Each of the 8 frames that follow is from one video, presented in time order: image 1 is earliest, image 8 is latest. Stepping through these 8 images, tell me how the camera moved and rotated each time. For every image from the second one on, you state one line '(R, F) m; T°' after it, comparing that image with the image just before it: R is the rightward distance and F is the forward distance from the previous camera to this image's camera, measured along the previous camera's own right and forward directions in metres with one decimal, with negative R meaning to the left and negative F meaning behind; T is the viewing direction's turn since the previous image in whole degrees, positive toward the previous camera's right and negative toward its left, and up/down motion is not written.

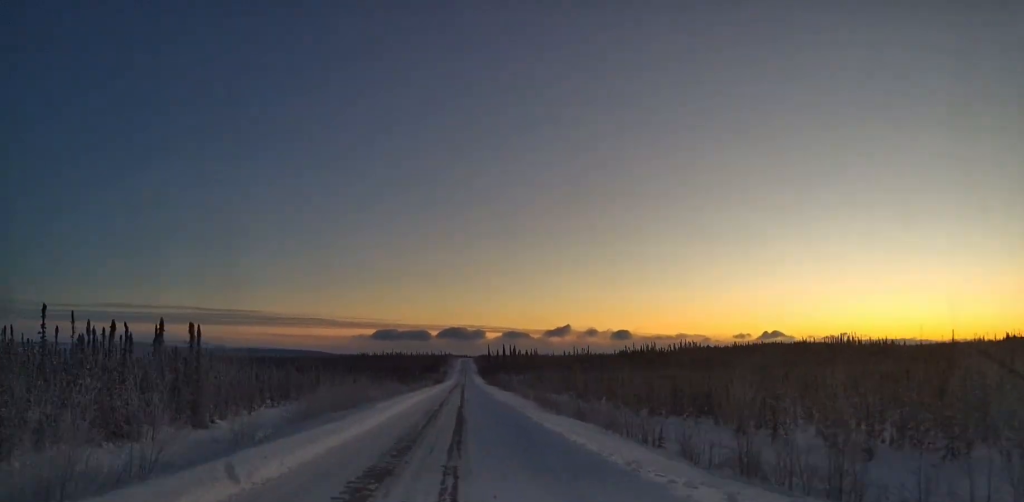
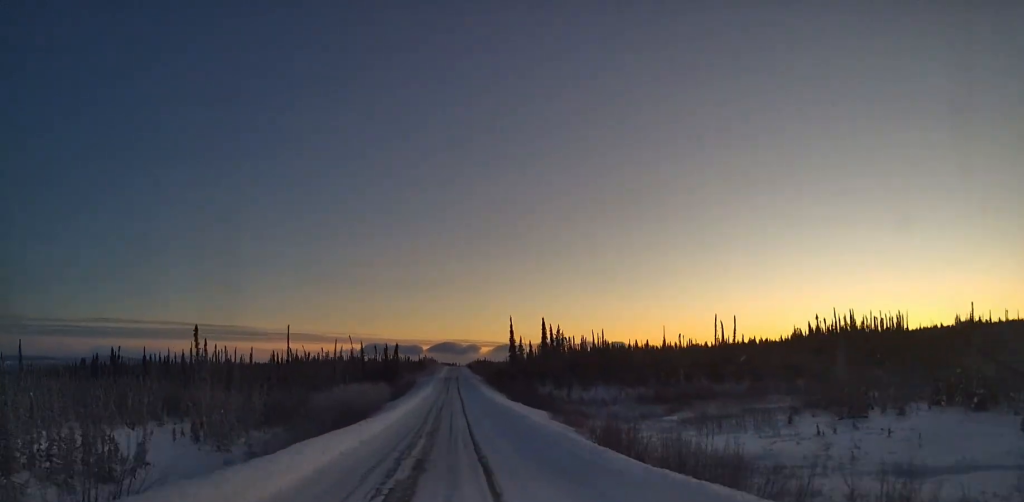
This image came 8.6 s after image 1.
(+1.2, +198.6) m; 0°
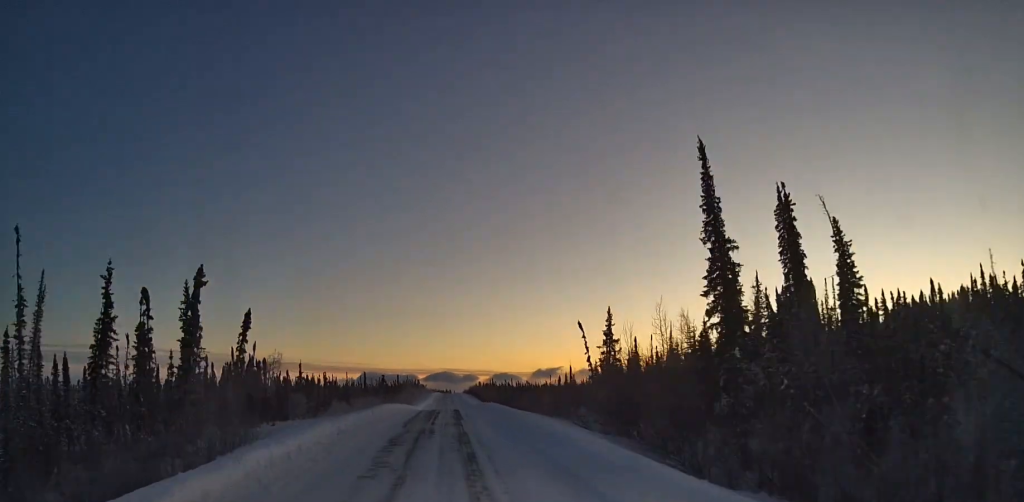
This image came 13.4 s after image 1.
(-0.2, +122.0) m; 0°
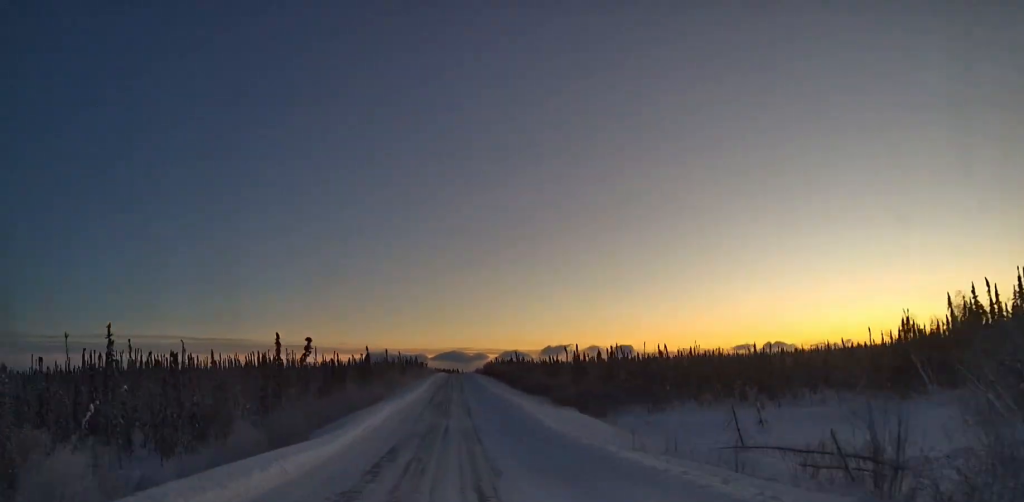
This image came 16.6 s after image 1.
(+0.1, +82.8) m; 0°
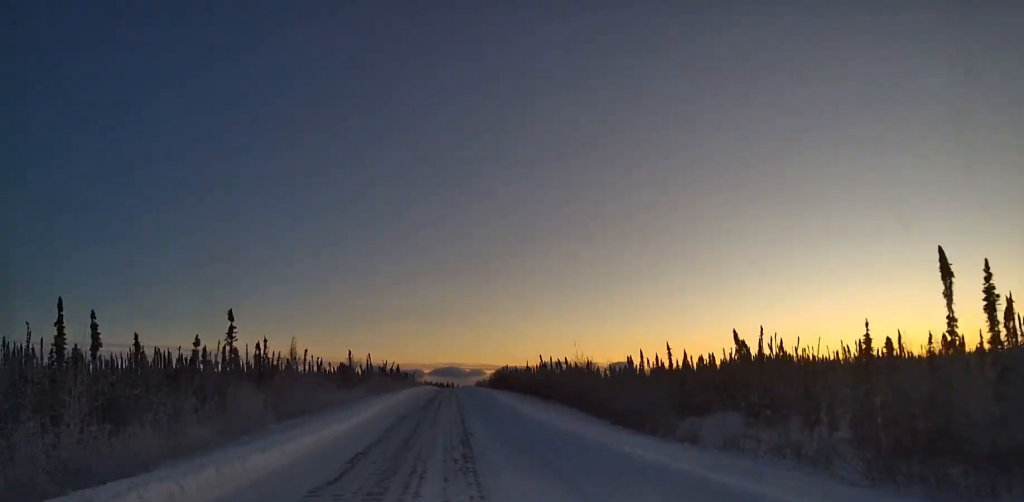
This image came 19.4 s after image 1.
(+0.1, +70.6) m; 0°
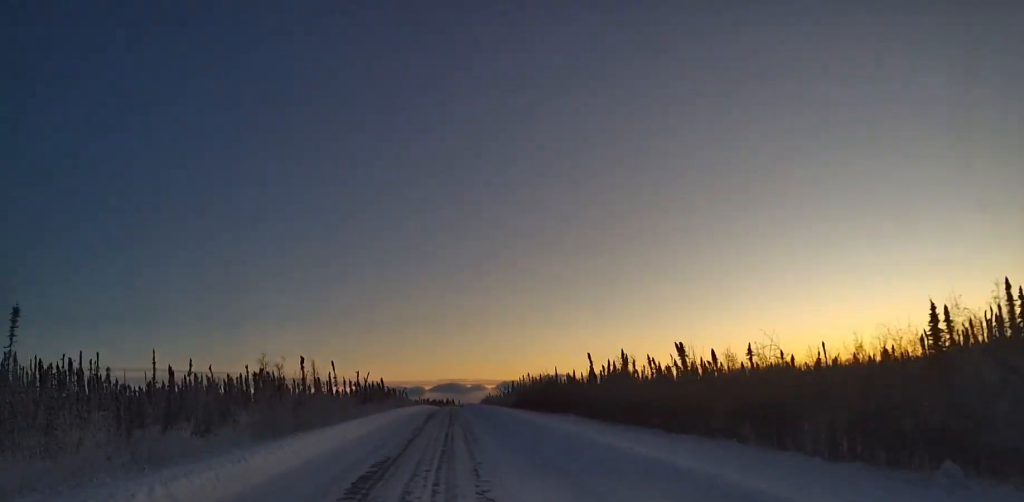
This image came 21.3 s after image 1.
(0.0, +49.6) m; 0°
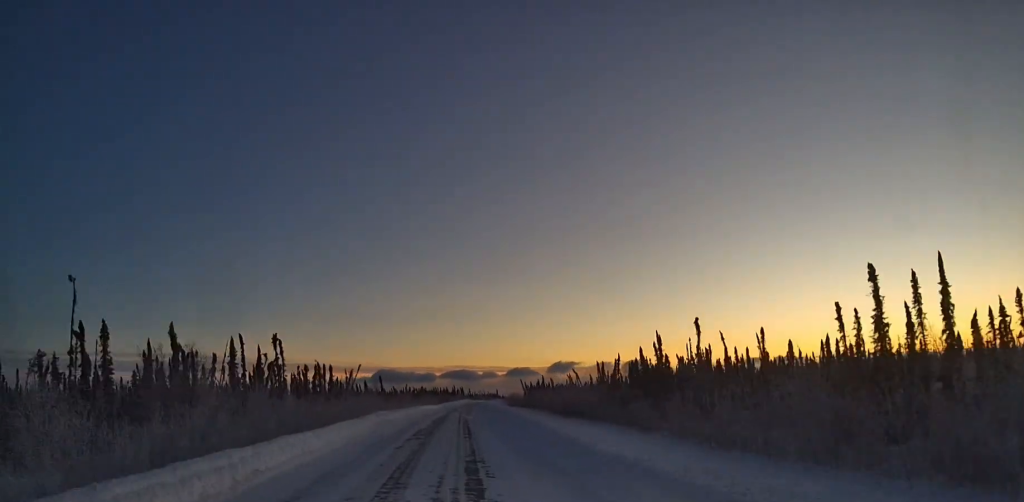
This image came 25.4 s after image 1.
(0.0, +106.8) m; 0°
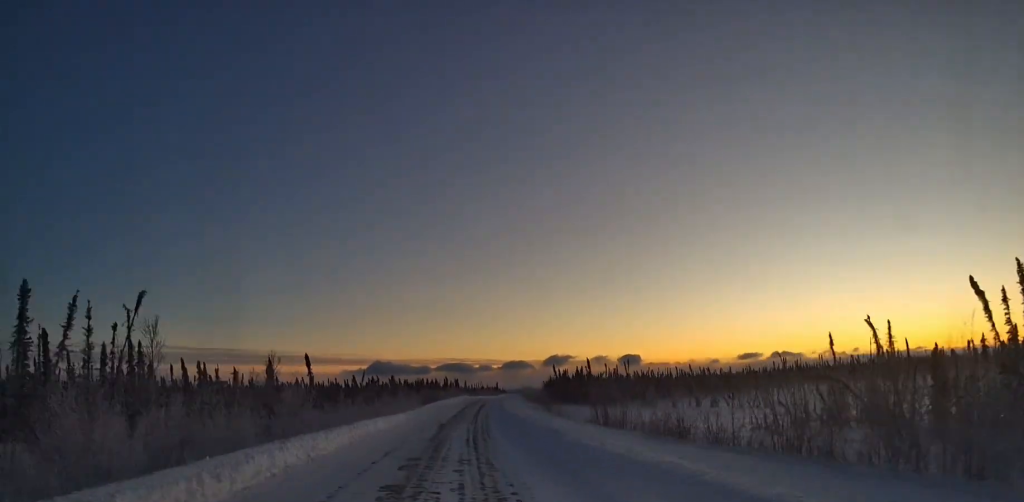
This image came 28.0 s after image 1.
(-0.1, +65.3) m; +1°
